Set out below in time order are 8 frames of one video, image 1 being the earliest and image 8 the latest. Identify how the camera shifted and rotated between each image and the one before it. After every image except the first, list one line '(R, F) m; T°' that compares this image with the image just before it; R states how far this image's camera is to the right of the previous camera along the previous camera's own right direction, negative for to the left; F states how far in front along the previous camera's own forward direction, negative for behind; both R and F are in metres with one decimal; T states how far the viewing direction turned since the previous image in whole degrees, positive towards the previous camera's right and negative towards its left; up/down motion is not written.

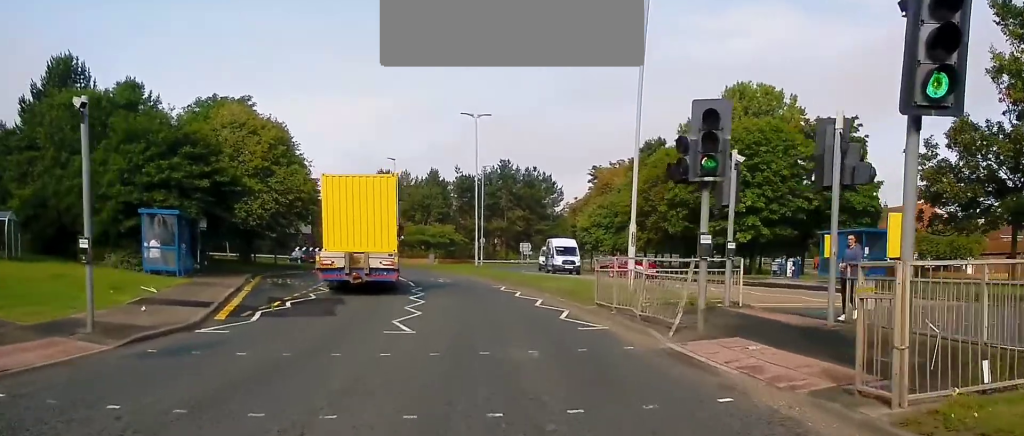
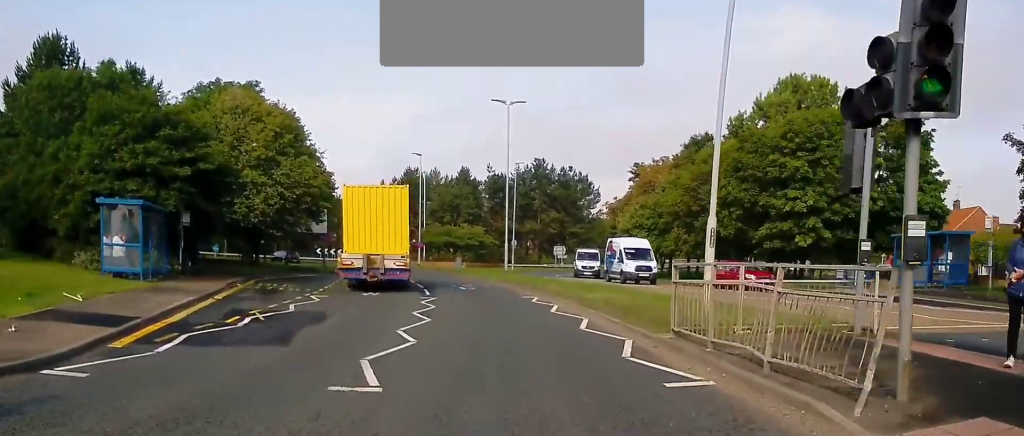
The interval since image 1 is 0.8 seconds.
(-0.3, +5.7) m; -3°
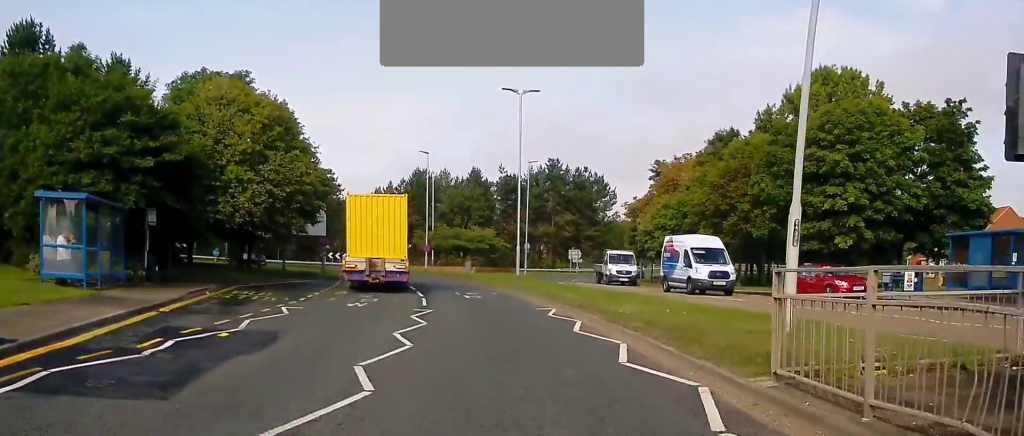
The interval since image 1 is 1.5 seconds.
(0.0, +4.2) m; 0°
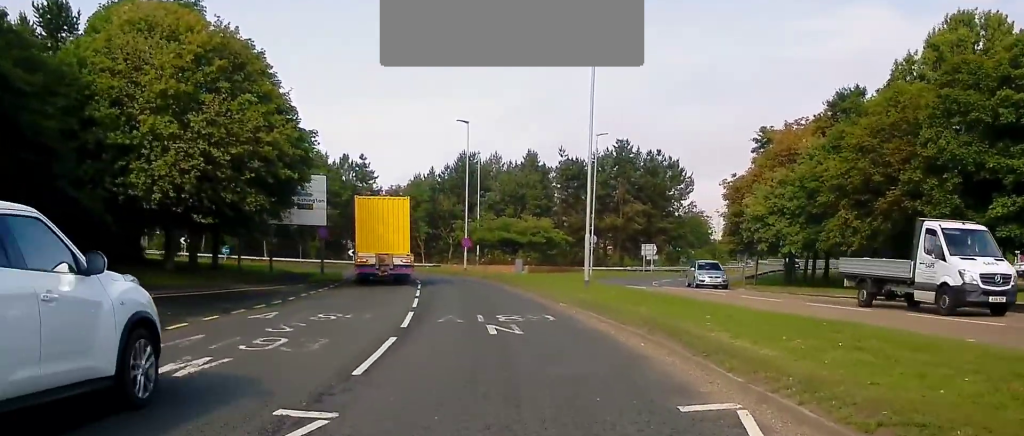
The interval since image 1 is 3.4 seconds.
(0.0, +14.0) m; -2°
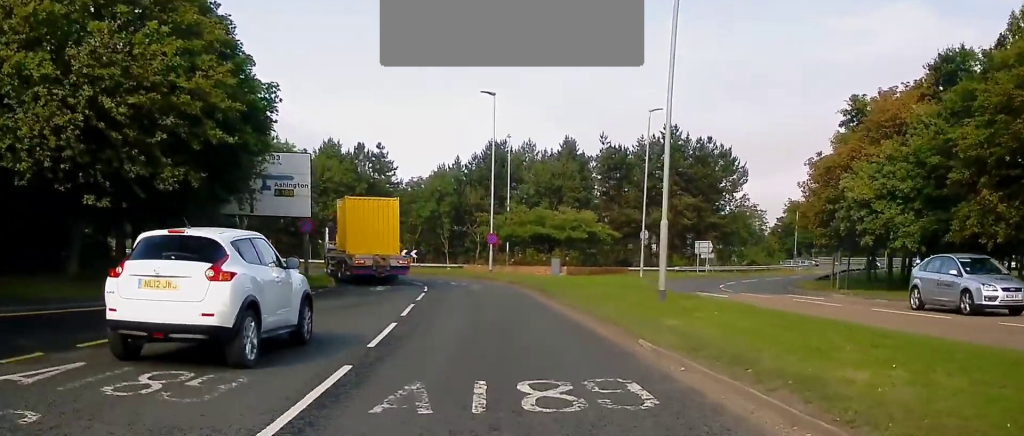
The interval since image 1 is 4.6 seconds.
(-0.3, +9.3) m; -3°
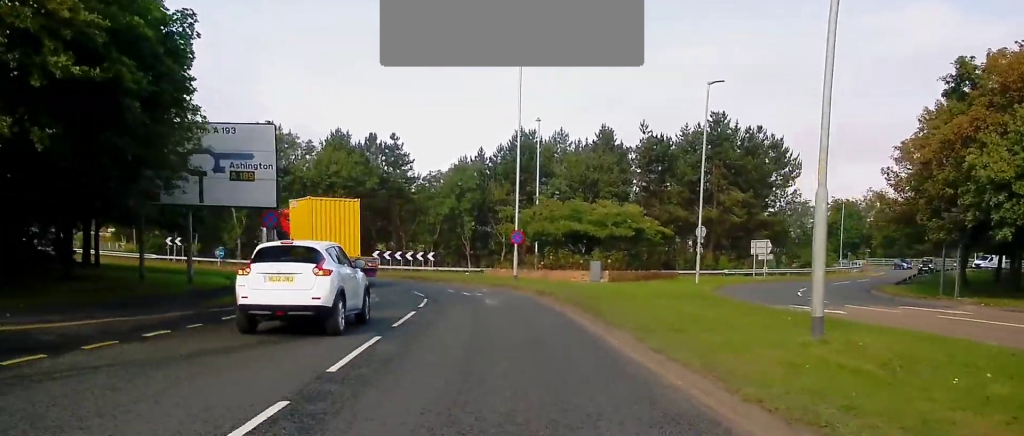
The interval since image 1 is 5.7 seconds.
(0.0, +8.4) m; -2°
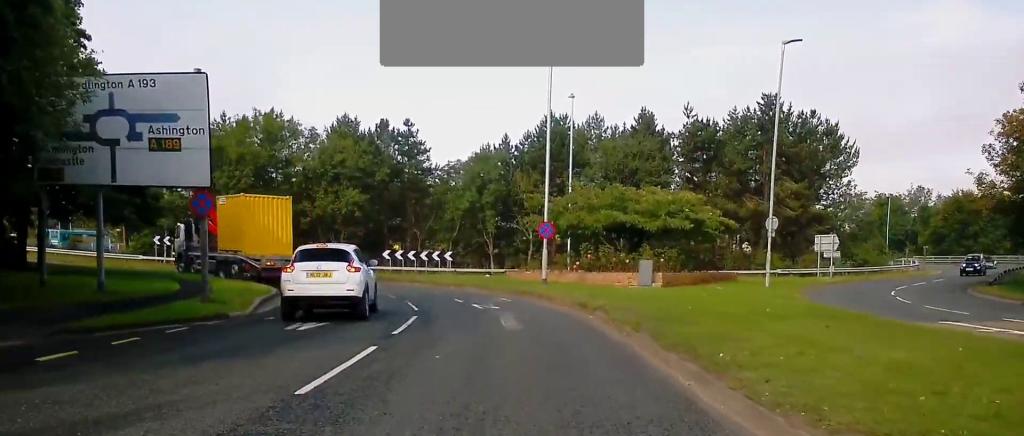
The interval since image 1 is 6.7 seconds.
(-0.2, +7.8) m; -2°
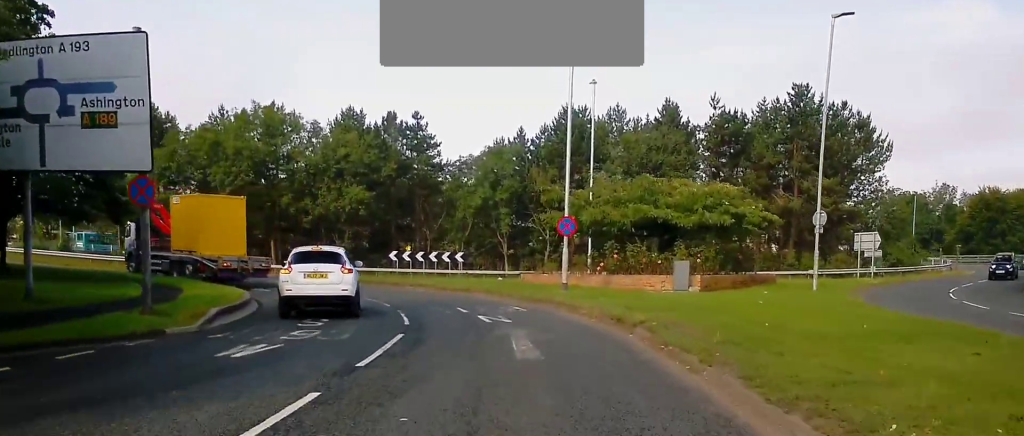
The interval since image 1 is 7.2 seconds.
(0.0, +3.9) m; -1°
